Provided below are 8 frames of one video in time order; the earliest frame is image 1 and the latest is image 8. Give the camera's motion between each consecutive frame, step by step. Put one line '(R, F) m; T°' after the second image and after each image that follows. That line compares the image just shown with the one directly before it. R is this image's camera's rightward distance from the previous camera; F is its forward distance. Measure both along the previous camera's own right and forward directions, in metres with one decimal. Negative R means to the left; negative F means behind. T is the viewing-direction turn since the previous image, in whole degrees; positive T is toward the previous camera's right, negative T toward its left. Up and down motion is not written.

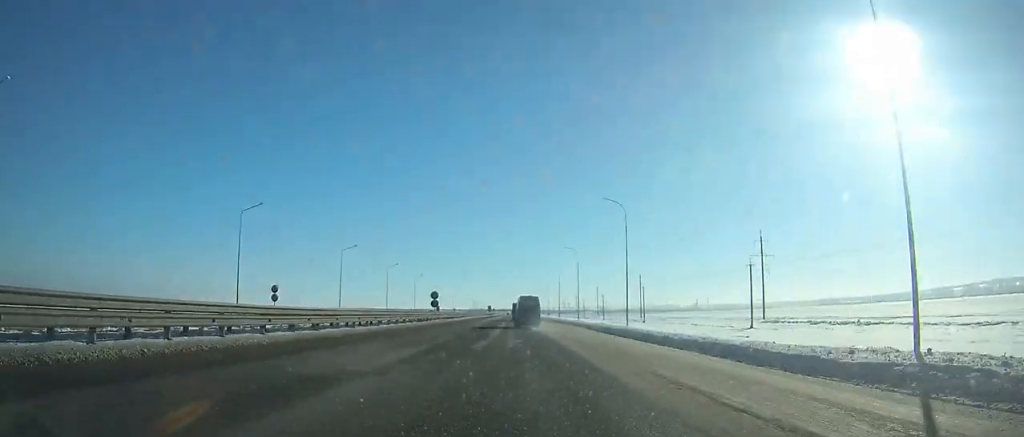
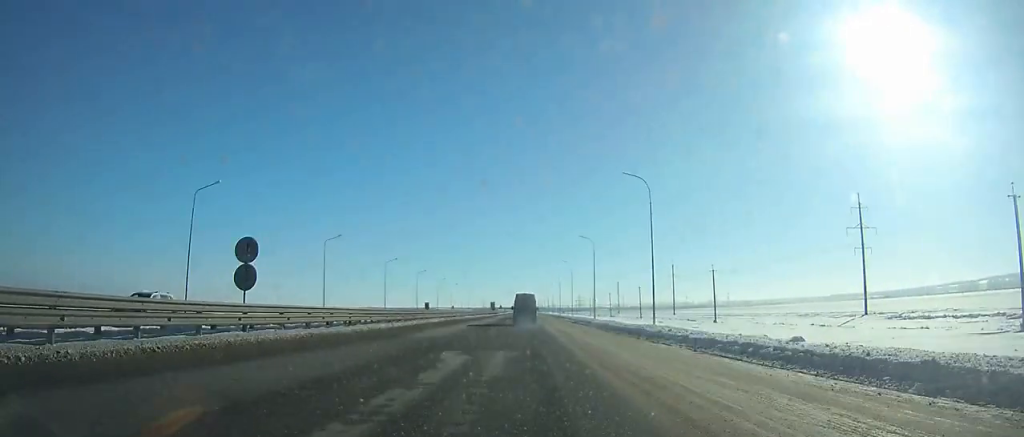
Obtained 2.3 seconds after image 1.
(0.0, +45.6) m; 0°
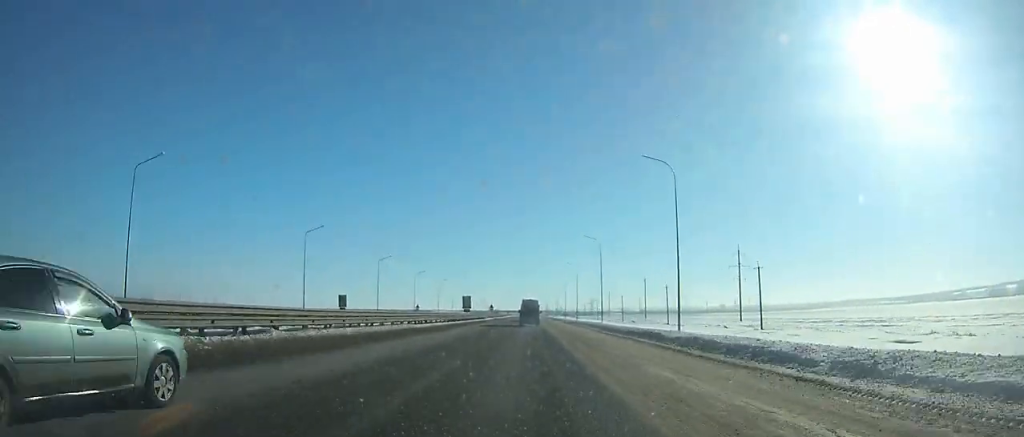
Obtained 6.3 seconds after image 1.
(-0.6, +79.5) m; -1°
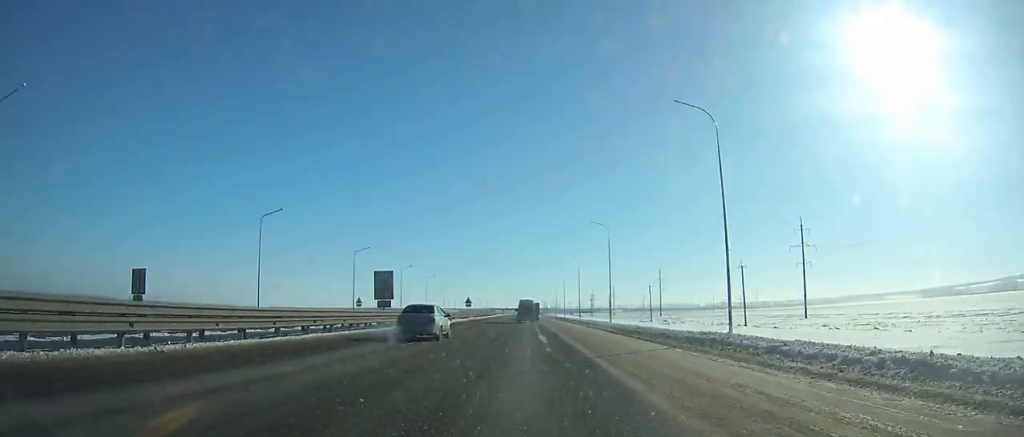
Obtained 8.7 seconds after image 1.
(-0.1, +47.9) m; 0°
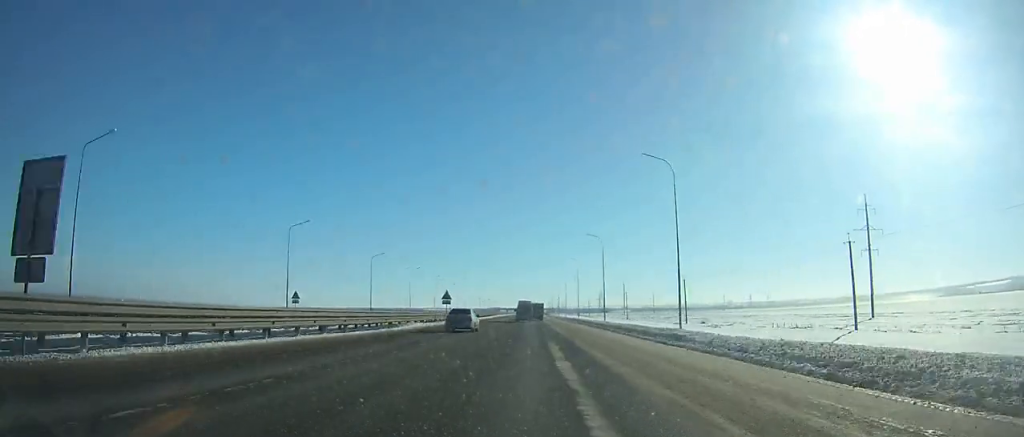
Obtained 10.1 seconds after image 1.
(+0.1, +28.2) m; 0°
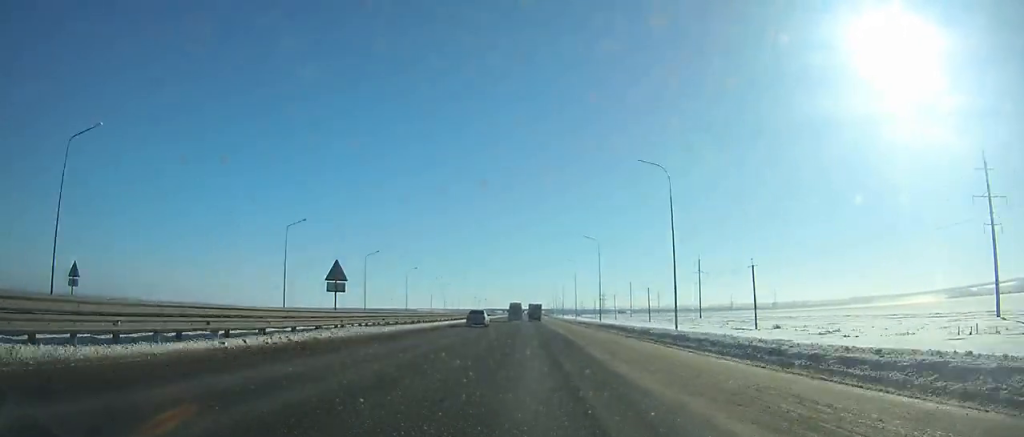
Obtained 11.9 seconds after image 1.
(0.0, +36.3) m; 0°
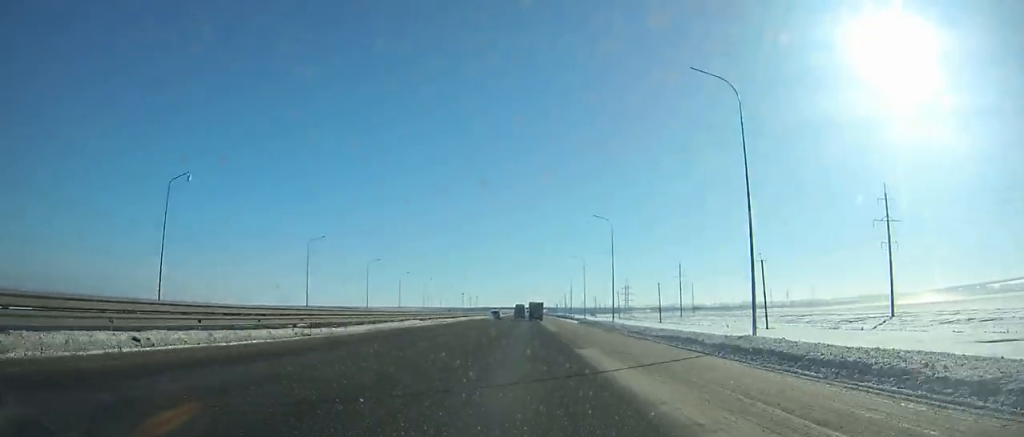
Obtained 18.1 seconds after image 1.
(-0.1, +126.6) m; 0°
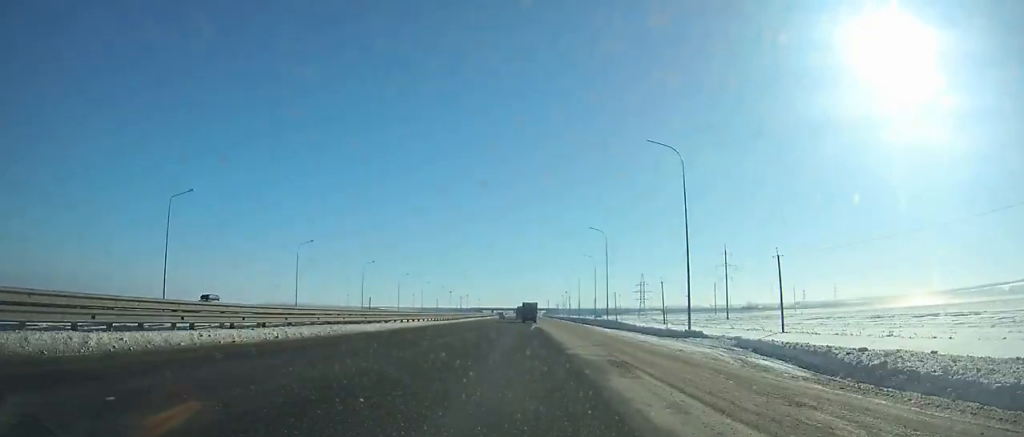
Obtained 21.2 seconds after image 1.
(+0.2, +63.7) m; 0°
